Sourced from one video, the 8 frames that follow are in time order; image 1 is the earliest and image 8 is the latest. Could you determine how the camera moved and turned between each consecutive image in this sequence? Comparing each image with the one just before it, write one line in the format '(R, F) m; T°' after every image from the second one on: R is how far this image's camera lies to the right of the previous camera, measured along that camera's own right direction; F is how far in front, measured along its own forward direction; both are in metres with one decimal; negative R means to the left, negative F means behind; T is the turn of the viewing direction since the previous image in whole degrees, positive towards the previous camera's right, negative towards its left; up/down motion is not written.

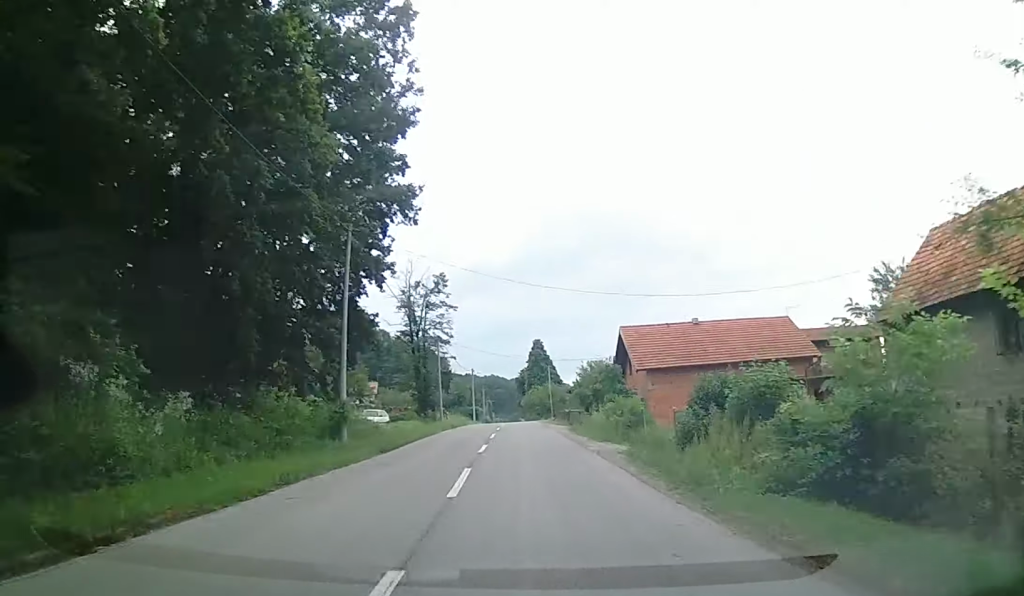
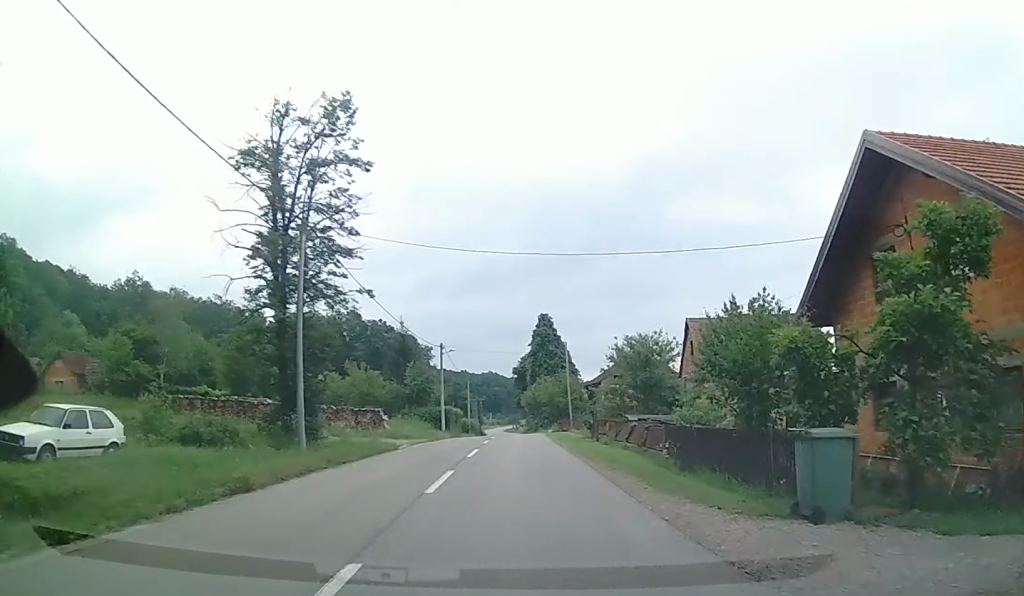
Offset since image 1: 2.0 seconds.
(0.0, +37.6) m; 0°
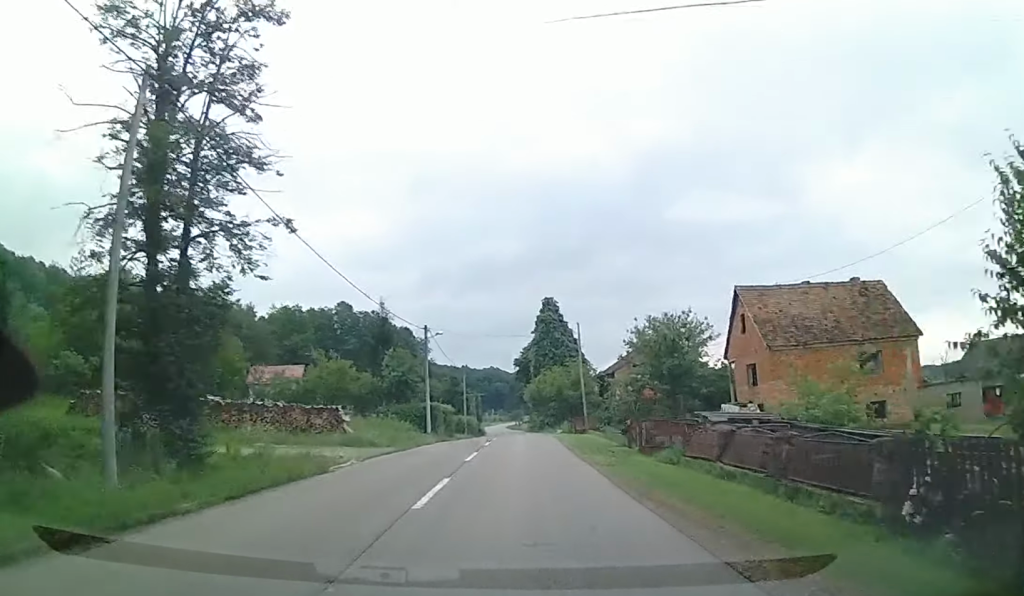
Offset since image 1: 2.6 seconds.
(0.0, +10.8) m; 0°
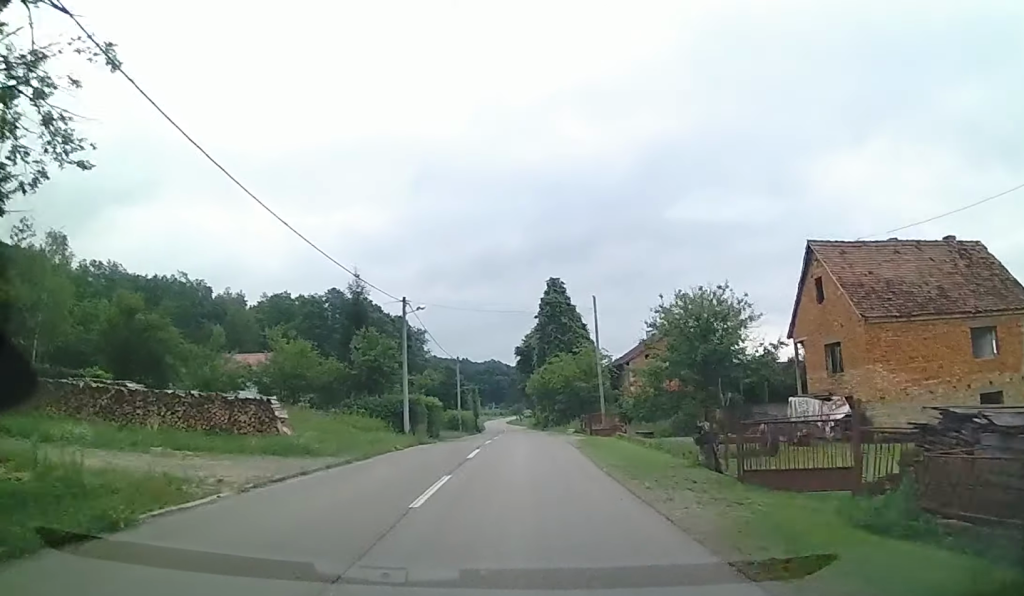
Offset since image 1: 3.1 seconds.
(+0.1, +9.6) m; -1°
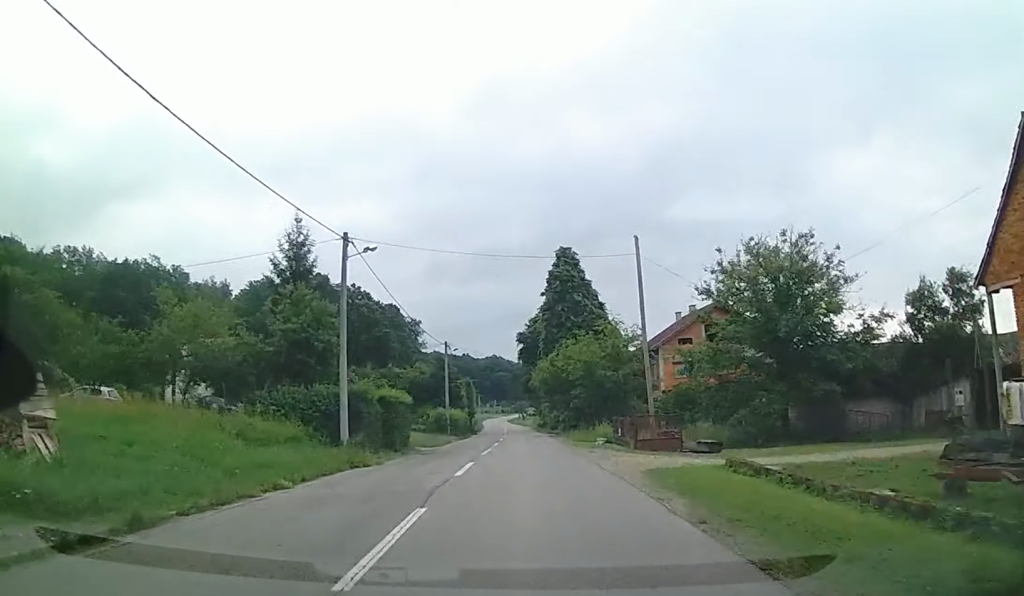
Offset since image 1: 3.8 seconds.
(-0.2, +13.4) m; 0°
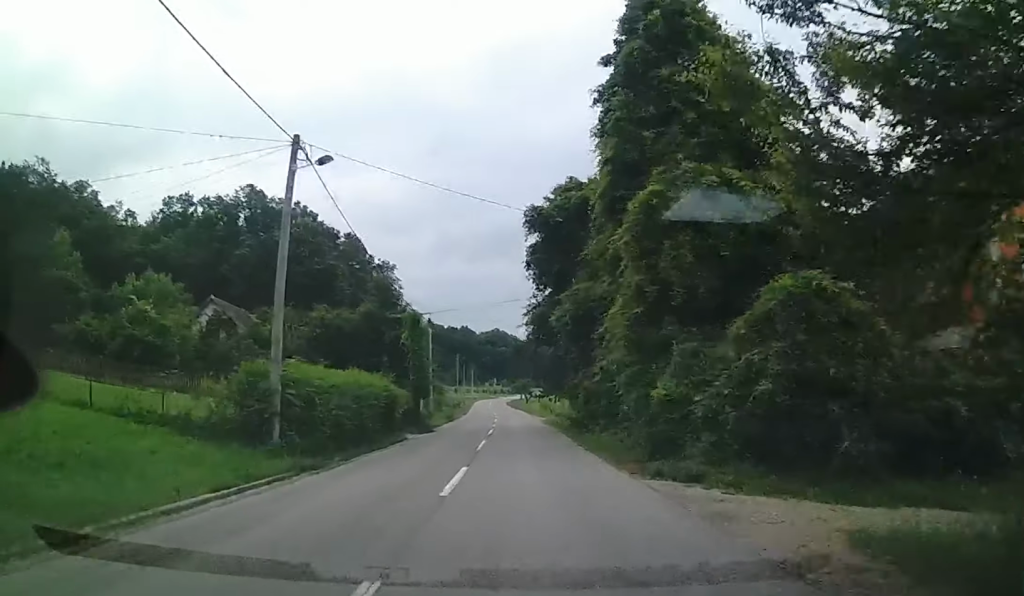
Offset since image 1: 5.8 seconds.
(+1.0, +39.1) m; +1°
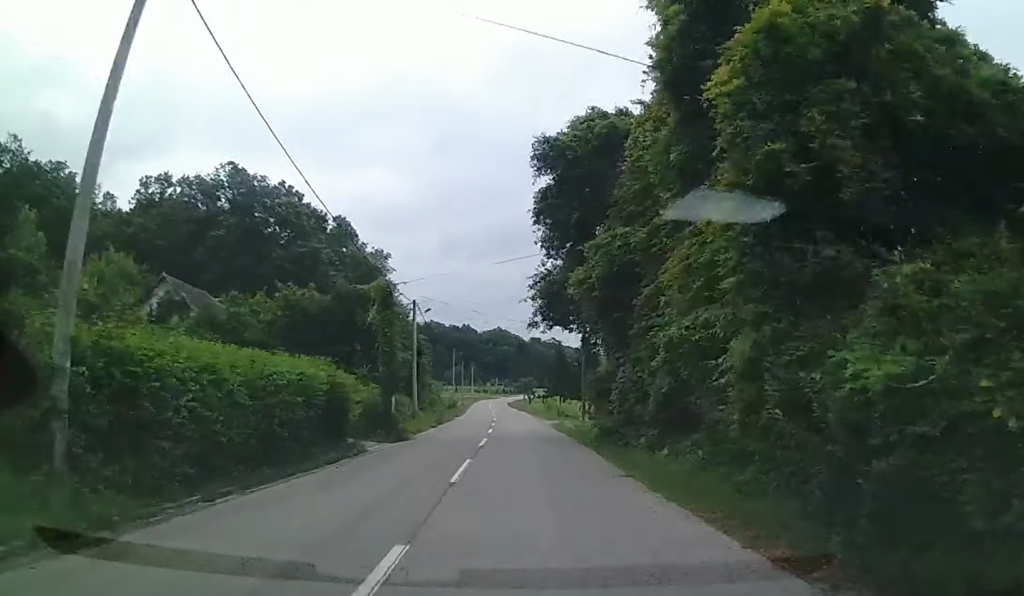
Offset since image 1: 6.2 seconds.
(0.0, +8.0) m; -1°
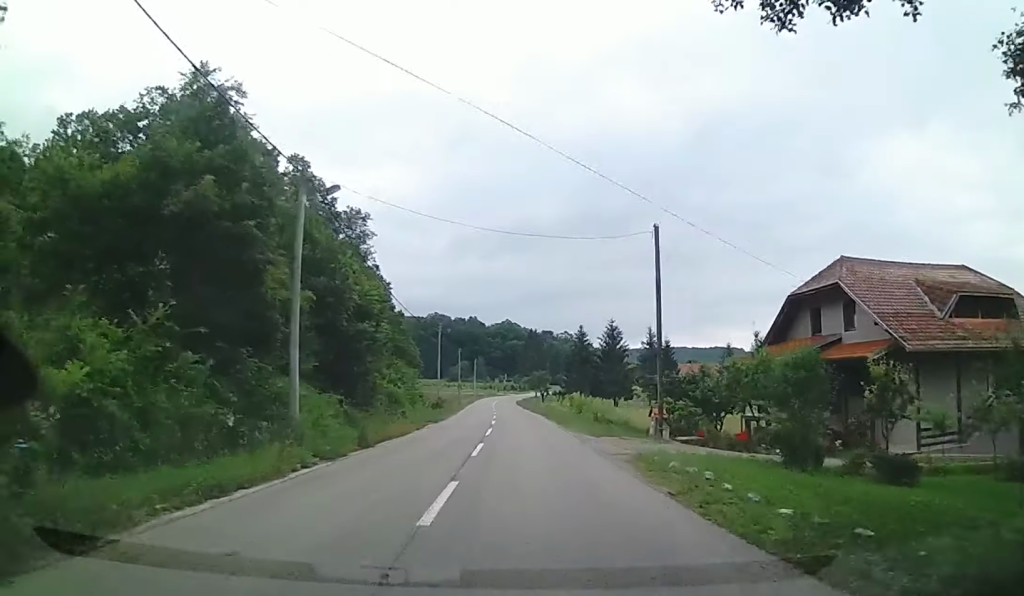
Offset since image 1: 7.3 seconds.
(-0.7, +23.6) m; -1°
